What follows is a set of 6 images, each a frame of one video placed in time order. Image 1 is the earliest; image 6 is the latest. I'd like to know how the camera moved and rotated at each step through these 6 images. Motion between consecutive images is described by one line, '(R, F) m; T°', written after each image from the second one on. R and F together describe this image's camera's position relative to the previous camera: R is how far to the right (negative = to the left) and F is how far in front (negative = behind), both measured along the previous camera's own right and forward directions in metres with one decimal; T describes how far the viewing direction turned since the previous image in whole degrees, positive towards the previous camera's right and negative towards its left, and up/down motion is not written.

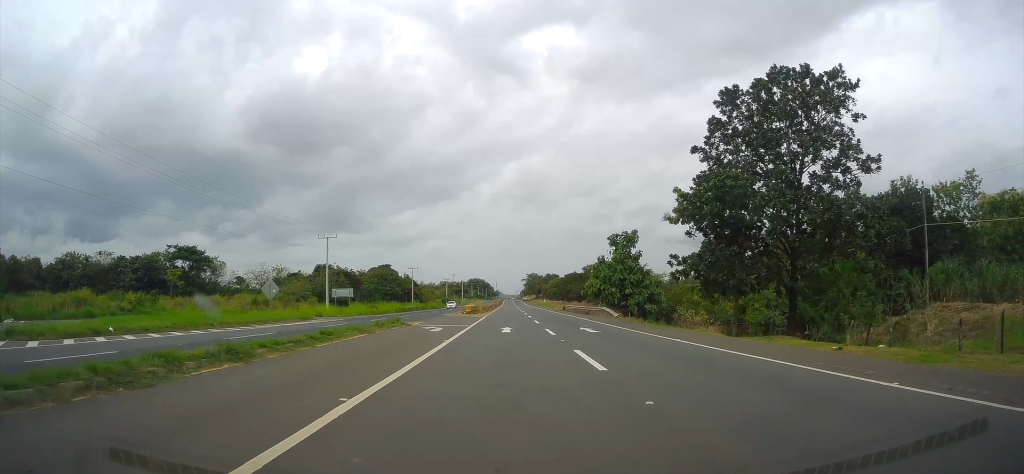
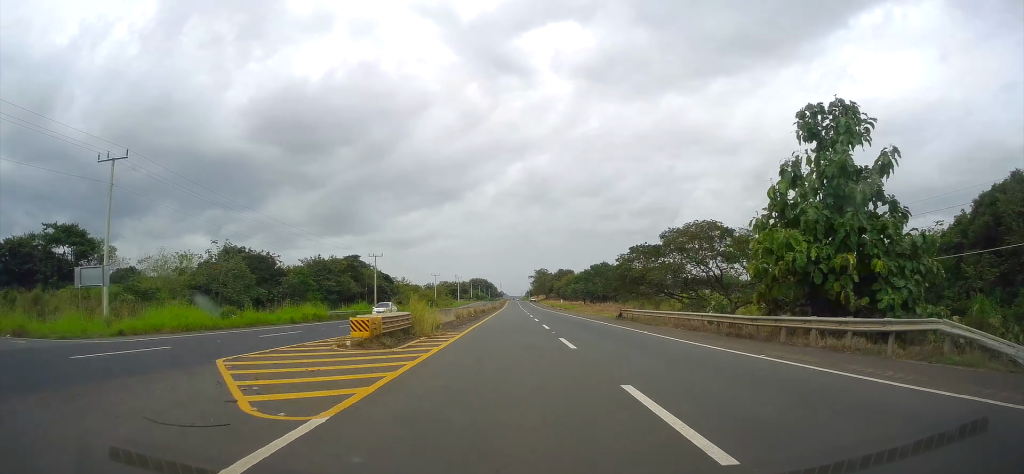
(+0.4, +43.1) m; +1°
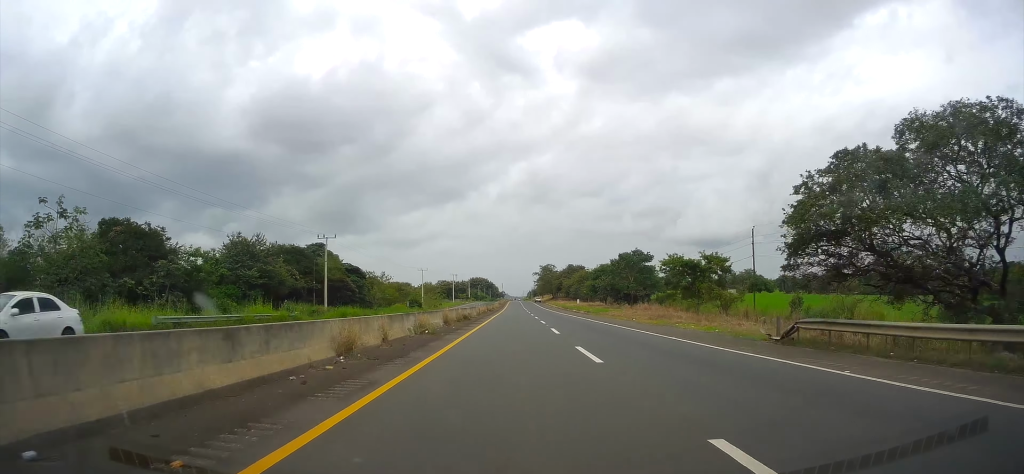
(+0.2, +27.6) m; 0°
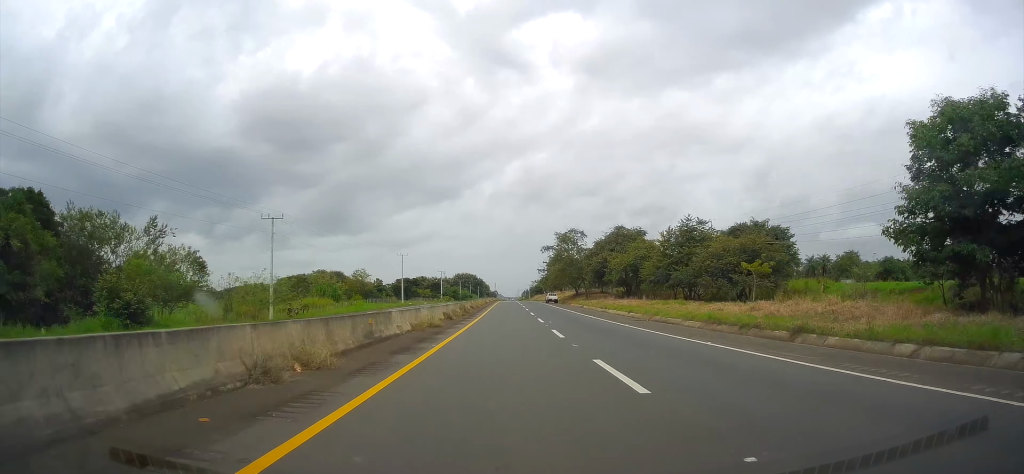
(-0.7, +88.5) m; 0°
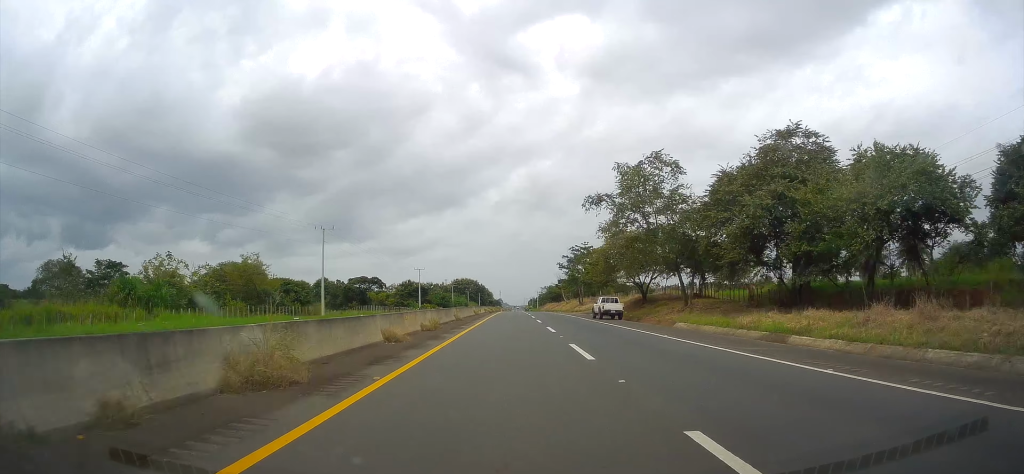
(+0.4, +54.7) m; 0°
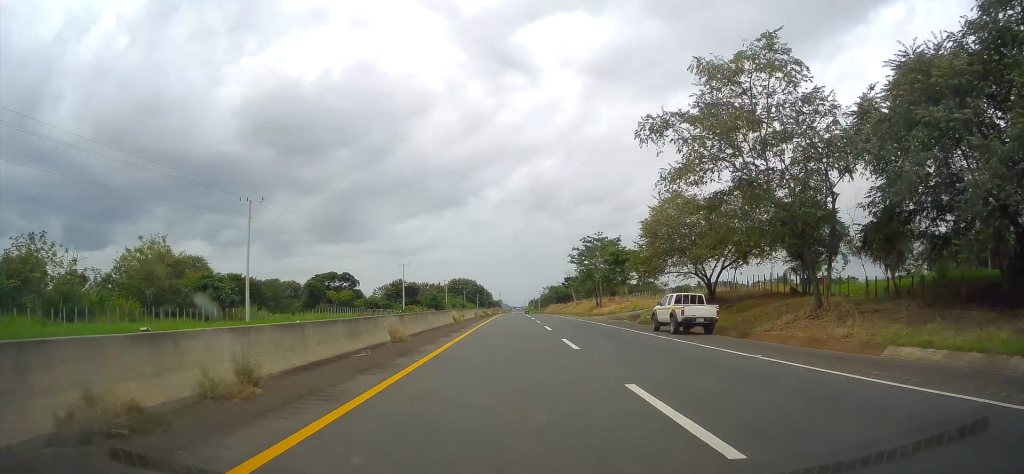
(-0.1, +20.6) m; 0°
